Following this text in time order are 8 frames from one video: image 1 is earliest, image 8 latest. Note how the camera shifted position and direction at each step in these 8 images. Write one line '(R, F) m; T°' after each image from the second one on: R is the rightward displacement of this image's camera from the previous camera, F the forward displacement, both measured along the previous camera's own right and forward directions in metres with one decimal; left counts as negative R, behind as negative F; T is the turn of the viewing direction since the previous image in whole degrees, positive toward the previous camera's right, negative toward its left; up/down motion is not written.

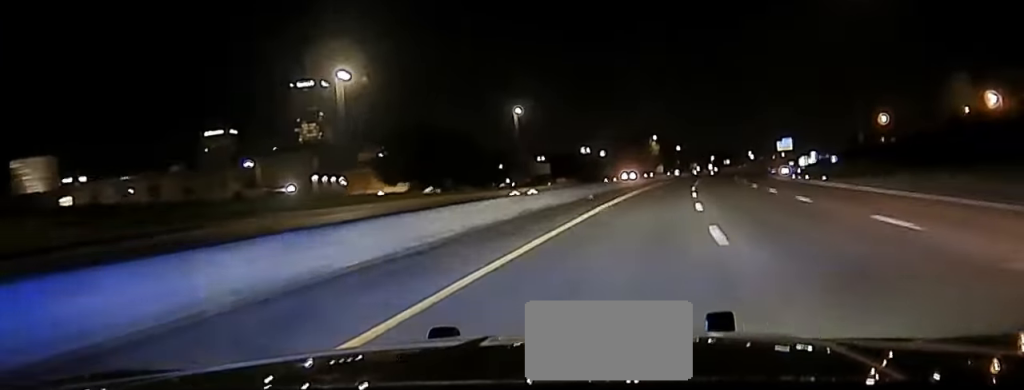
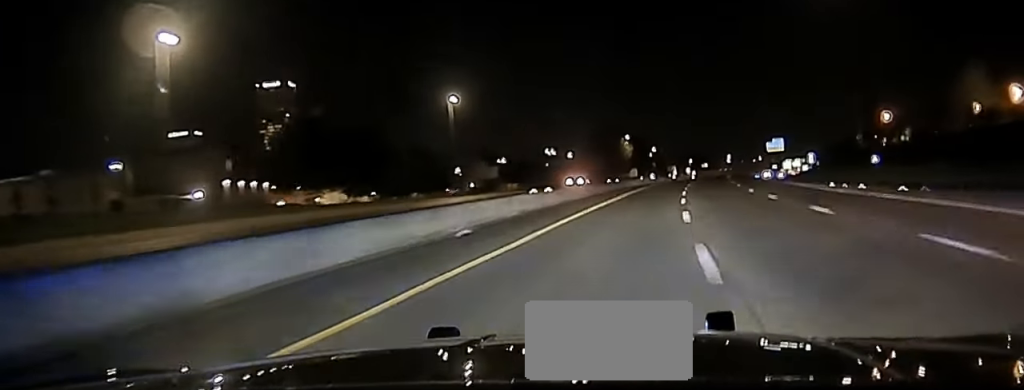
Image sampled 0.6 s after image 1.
(+0.1, +28.7) m; +2°
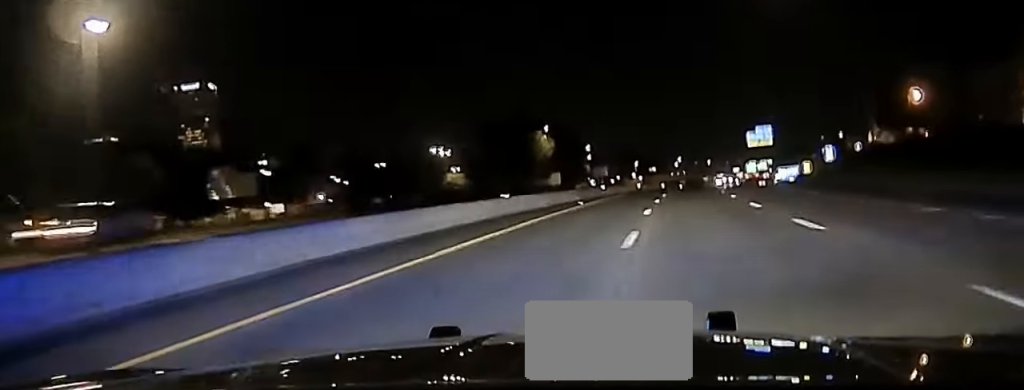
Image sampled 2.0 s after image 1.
(+2.7, +67.2) m; +4°
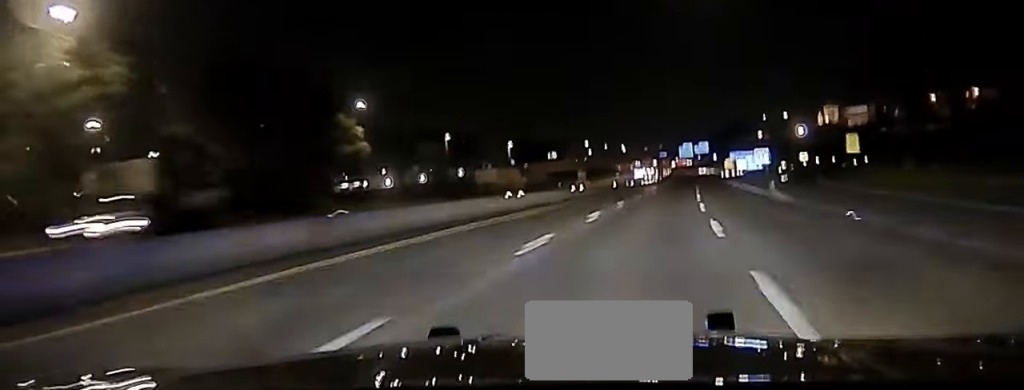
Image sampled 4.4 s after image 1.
(+7.0, +117.0) m; +6°
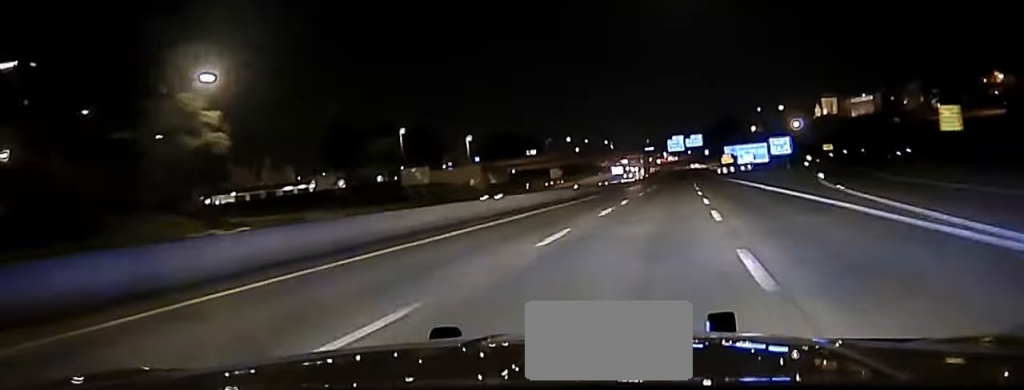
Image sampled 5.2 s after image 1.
(+0.2, +35.2) m; +1°
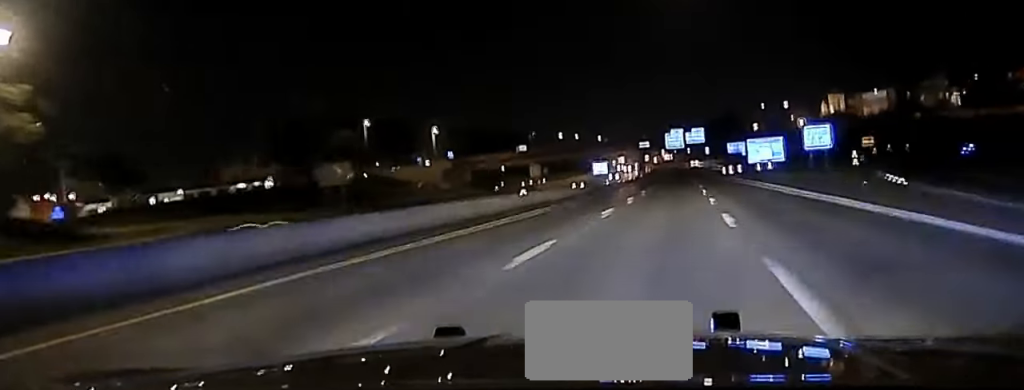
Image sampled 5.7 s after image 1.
(-0.1, +24.0) m; +1°
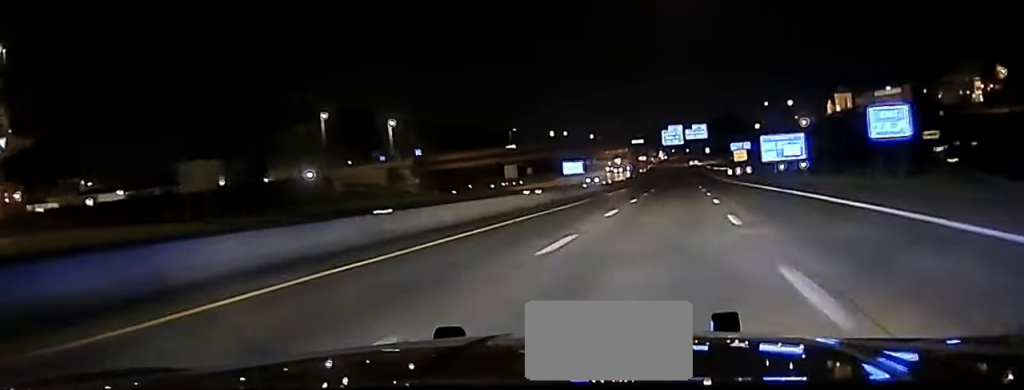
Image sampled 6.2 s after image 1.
(+0.5, +25.7) m; +1°
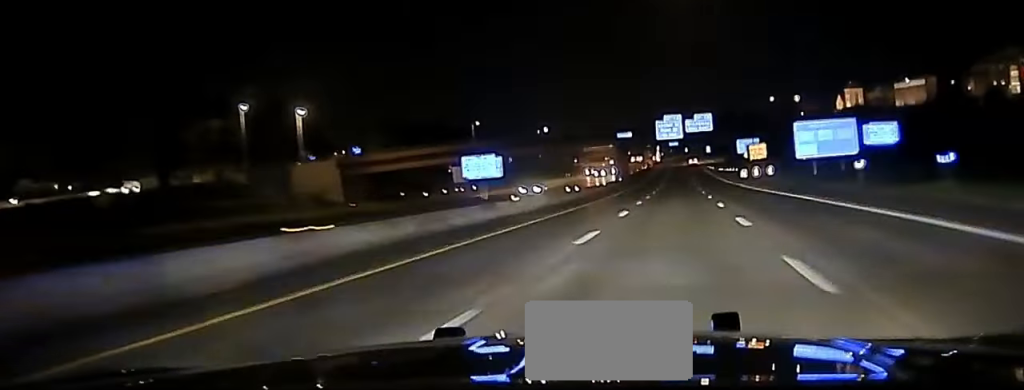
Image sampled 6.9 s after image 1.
(+0.3, +33.8) m; 0°
